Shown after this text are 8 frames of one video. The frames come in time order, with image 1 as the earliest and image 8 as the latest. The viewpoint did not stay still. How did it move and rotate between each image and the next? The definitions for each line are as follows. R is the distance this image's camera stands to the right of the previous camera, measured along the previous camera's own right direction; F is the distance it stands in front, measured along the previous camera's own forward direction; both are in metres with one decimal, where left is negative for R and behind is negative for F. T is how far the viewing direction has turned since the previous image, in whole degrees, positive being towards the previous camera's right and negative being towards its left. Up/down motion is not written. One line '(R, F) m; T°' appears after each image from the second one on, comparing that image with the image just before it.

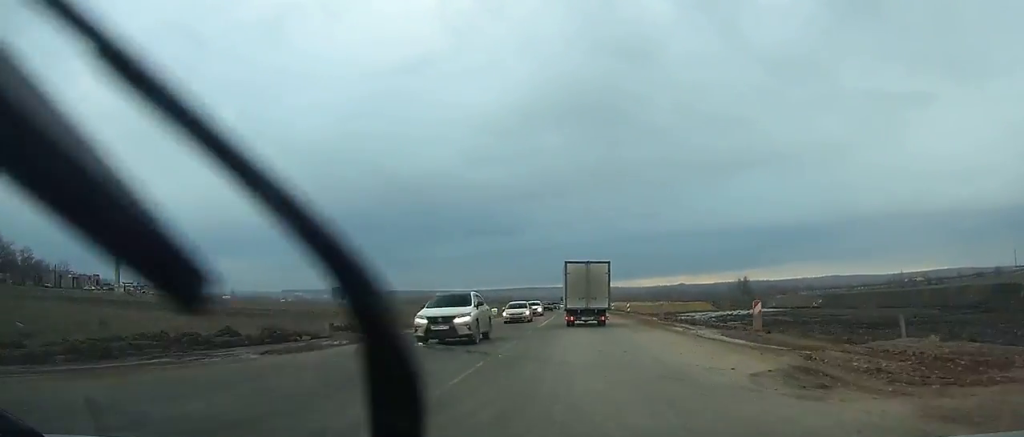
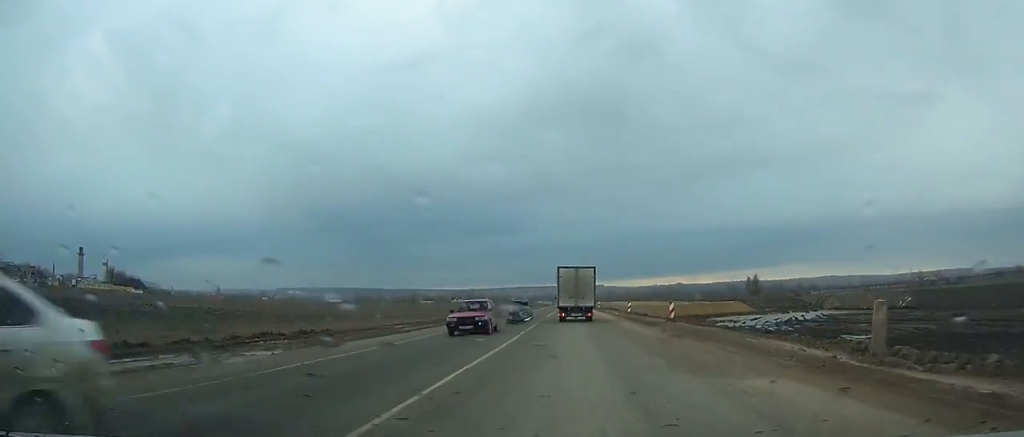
(+0.3, +31.6) m; 0°
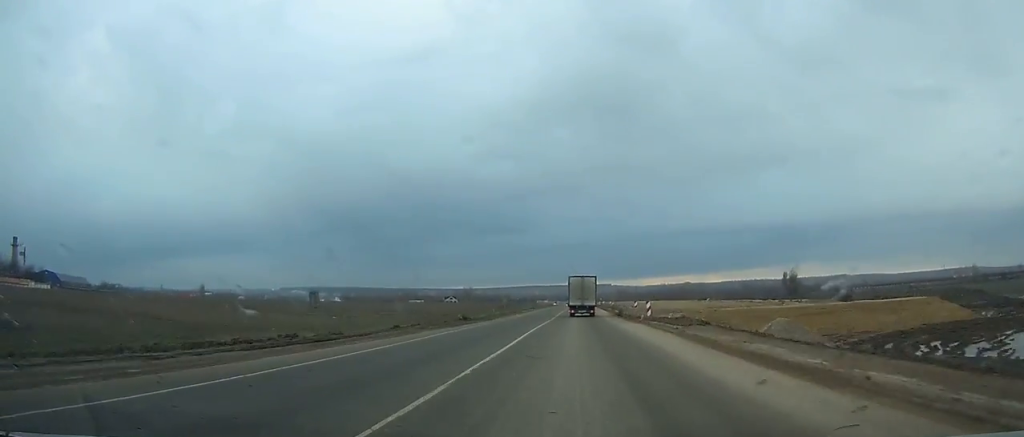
(-0.6, +58.4) m; -1°
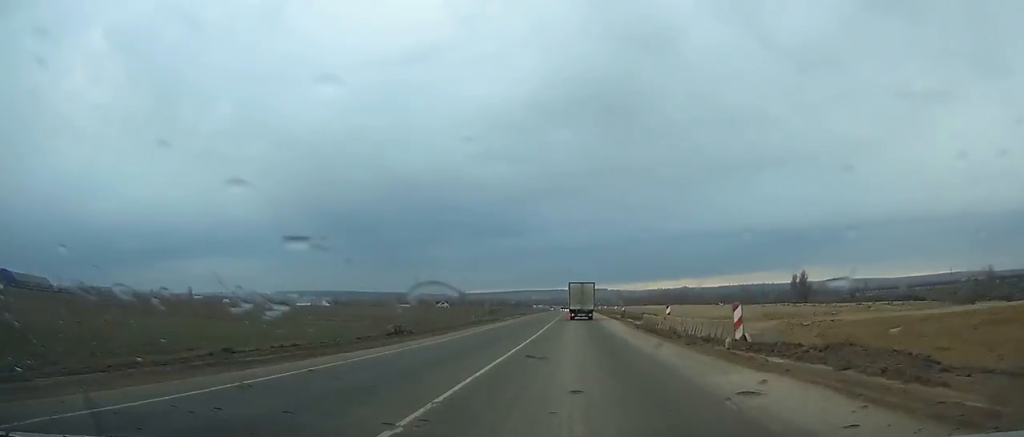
(0.0, +20.1) m; 0°
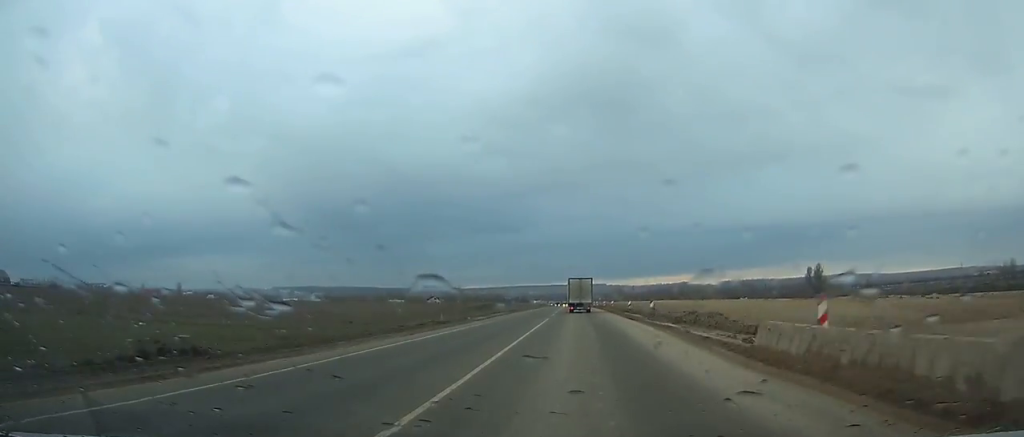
(0.0, +21.1) m; 0°
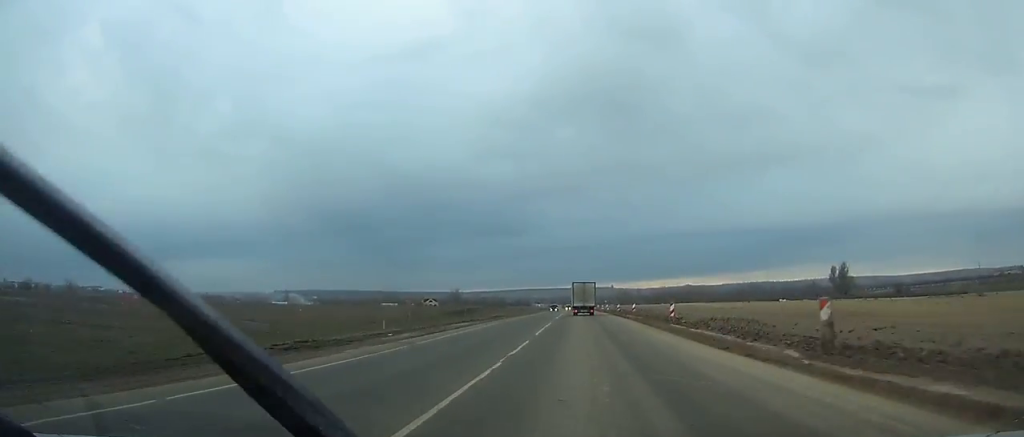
(-0.1, +23.5) m; 0°
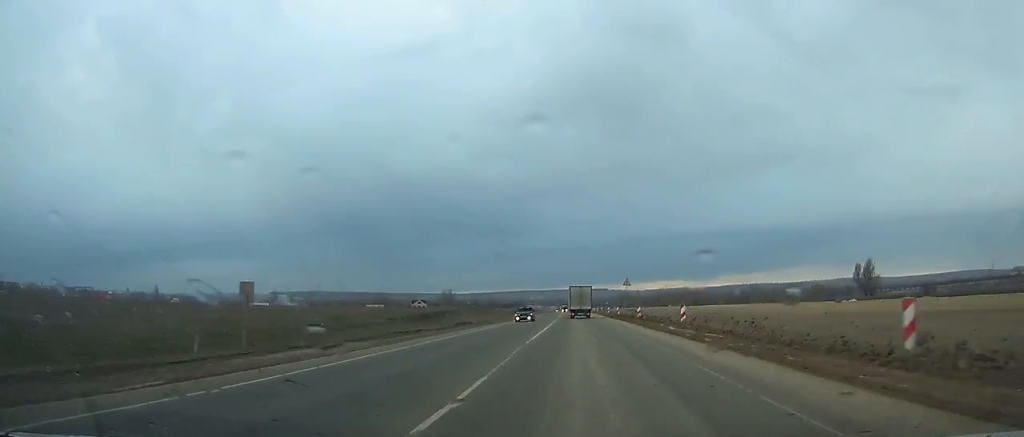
(+0.1, +26.0) m; +1°
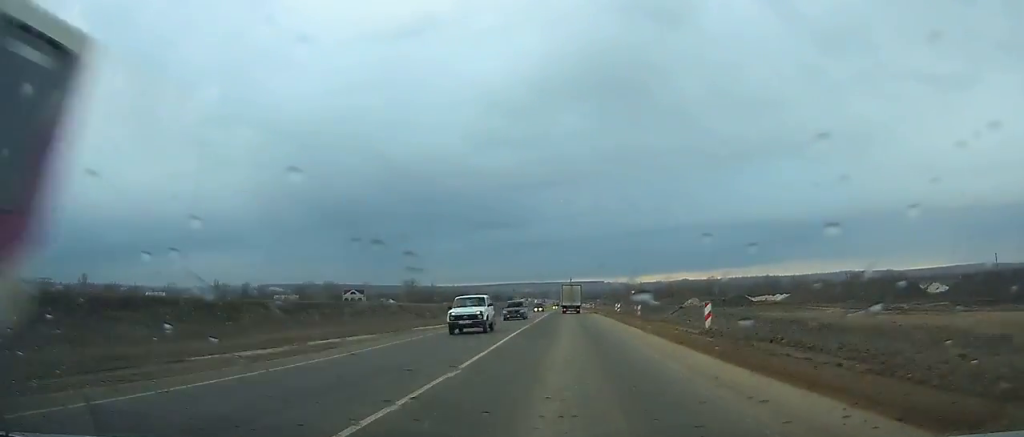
(+0.7, +113.2) m; 0°
